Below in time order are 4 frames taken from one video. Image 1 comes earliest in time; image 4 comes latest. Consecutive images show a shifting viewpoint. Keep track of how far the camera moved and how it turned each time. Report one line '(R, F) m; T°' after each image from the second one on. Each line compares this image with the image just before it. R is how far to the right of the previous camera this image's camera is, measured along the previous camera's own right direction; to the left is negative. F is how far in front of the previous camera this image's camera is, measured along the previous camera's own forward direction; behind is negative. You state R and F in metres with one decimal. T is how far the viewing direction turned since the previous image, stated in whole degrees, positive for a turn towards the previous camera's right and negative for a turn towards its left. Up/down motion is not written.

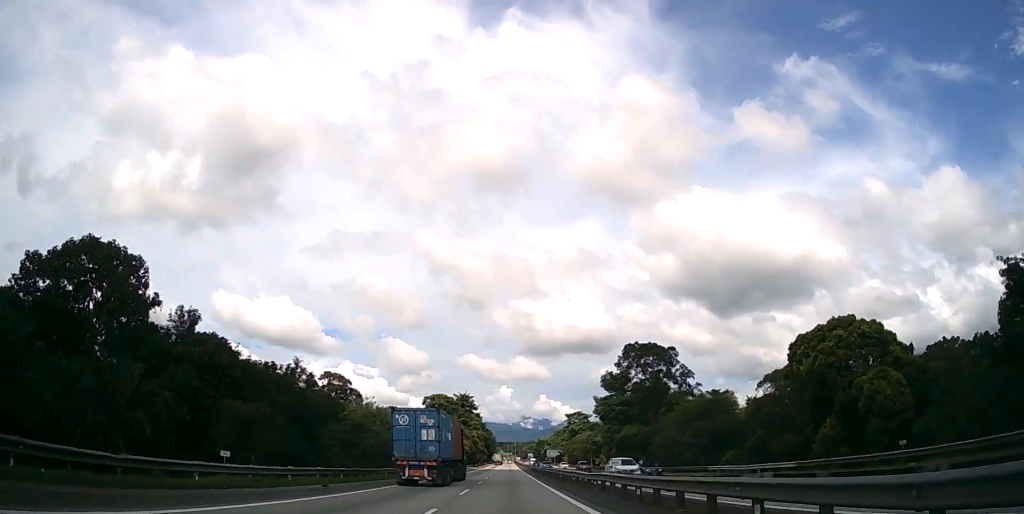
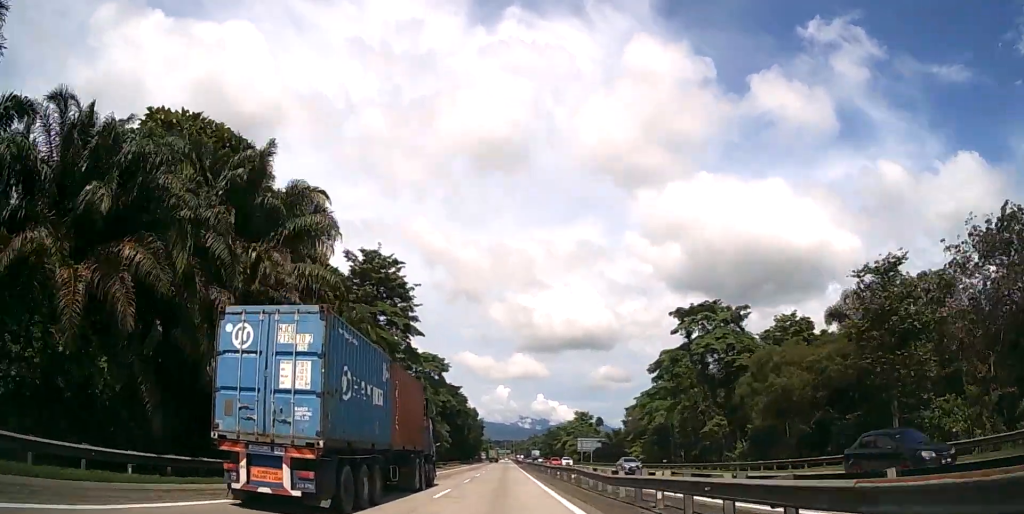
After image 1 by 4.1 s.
(+0.6, +124.7) m; 0°
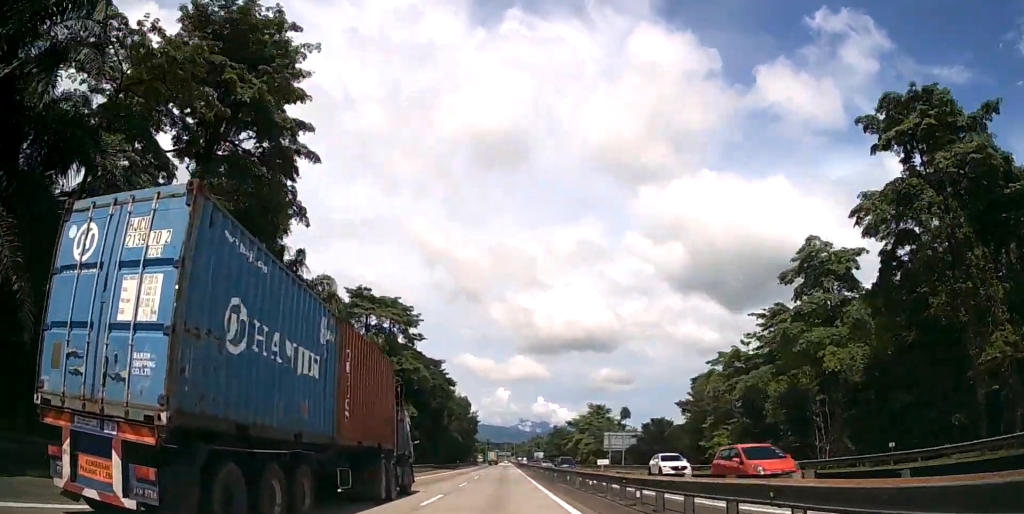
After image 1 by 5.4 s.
(0.0, +38.6) m; 0°
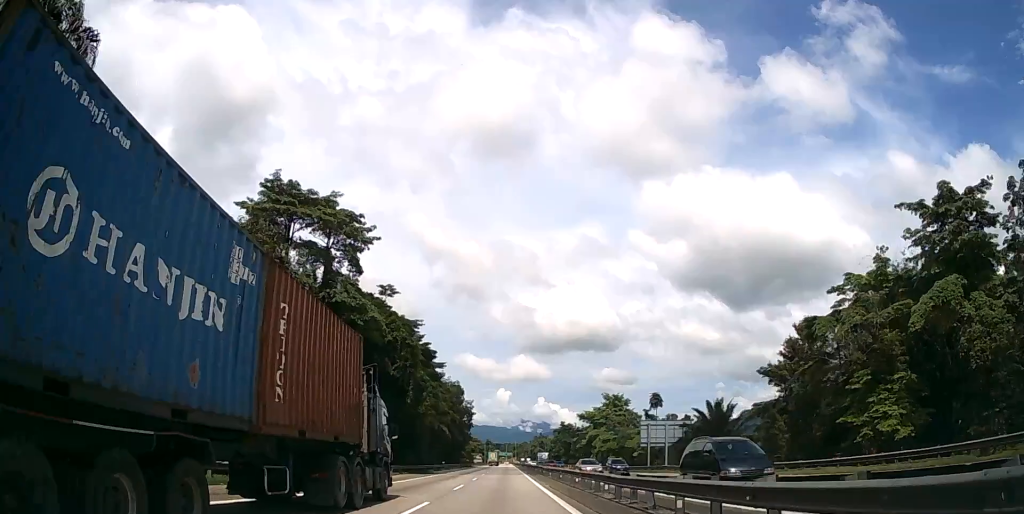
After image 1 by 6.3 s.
(0.0, +27.5) m; 0°
